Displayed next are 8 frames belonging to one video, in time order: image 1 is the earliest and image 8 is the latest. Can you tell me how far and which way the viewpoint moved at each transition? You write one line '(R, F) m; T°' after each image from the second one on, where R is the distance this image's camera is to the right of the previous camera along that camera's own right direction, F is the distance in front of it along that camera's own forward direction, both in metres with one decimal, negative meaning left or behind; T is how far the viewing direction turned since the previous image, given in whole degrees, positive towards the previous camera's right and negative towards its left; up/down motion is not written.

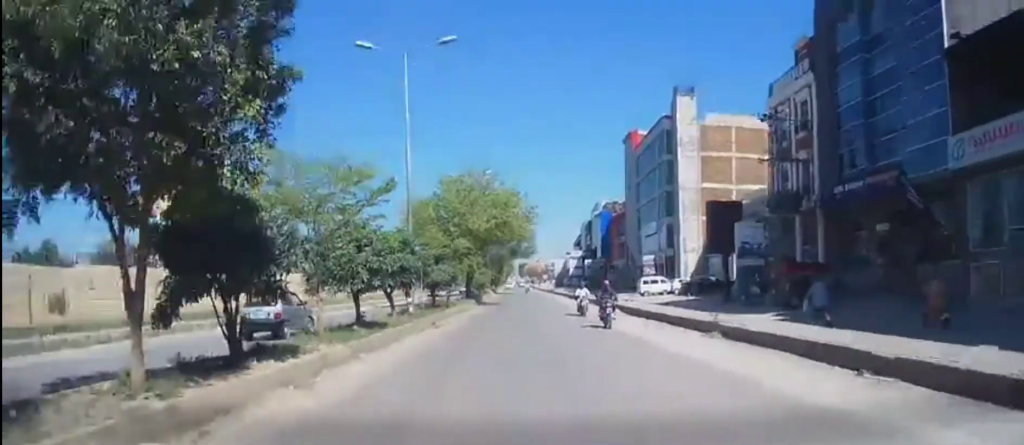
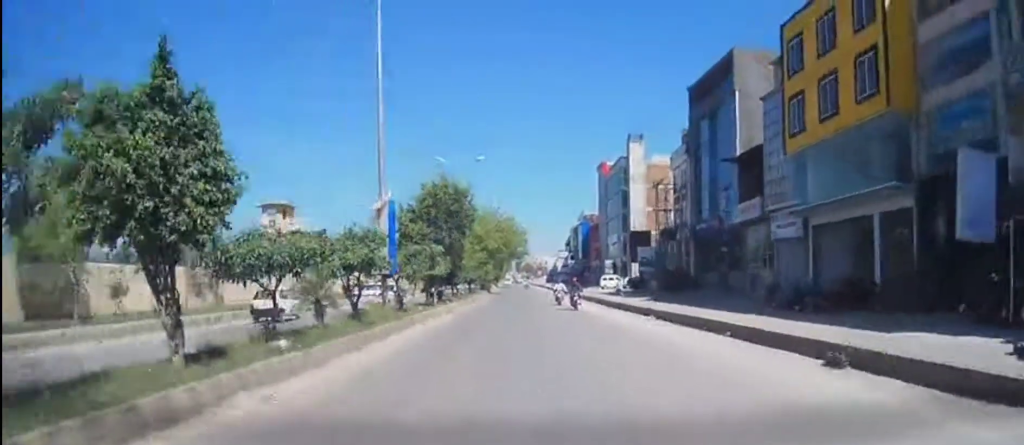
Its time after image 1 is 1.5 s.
(-0.1, +25.9) m; +1°
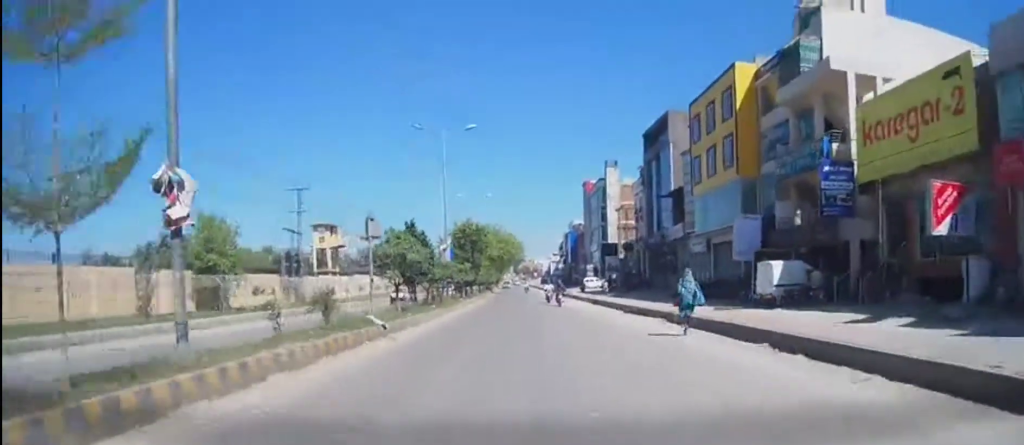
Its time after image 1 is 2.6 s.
(+0.4, +18.7) m; 0°
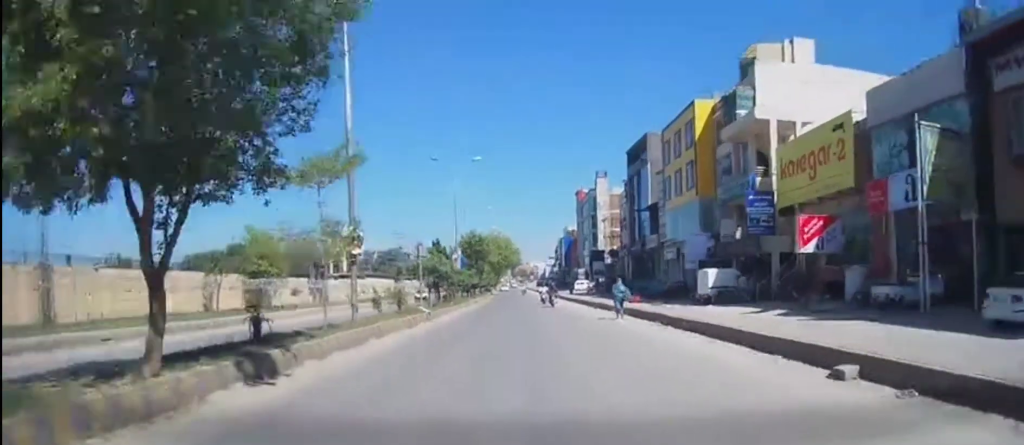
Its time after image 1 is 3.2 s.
(-0.5, +9.2) m; 0°
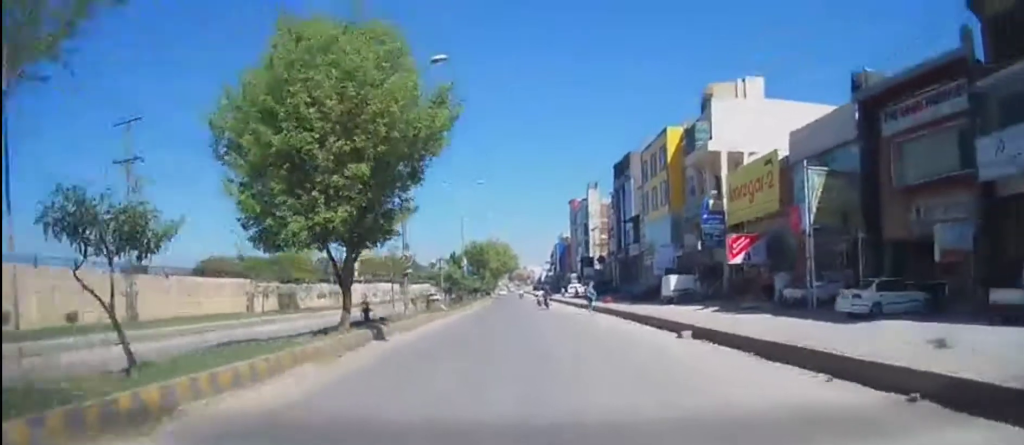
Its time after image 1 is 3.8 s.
(+0.3, +8.9) m; +1°
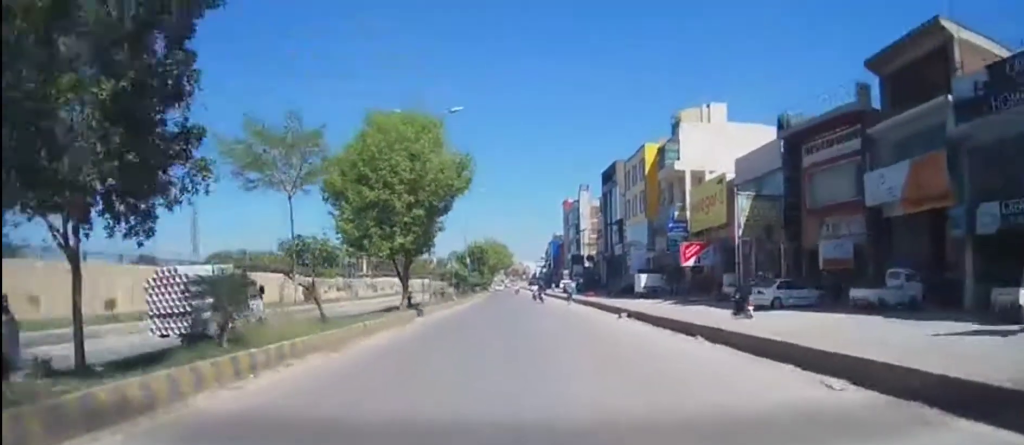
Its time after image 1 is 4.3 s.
(+0.3, +8.9) m; +1°
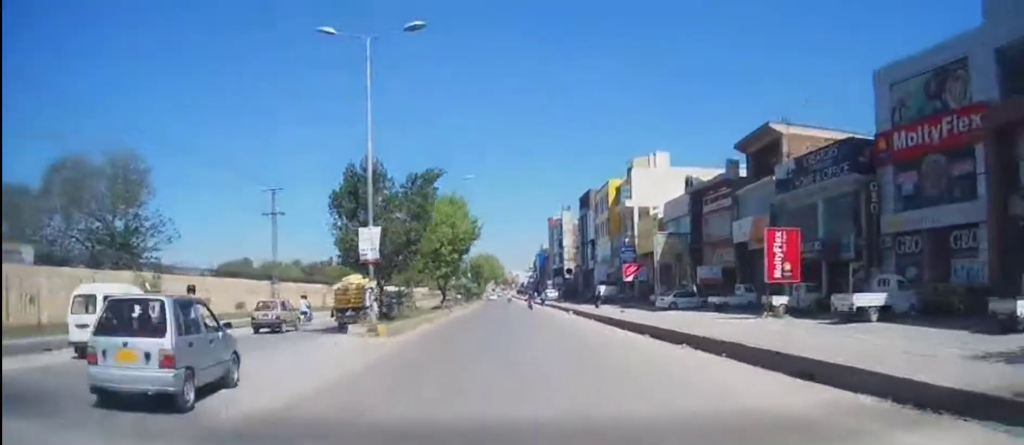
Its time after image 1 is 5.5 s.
(-0.4, +18.0) m; -2°
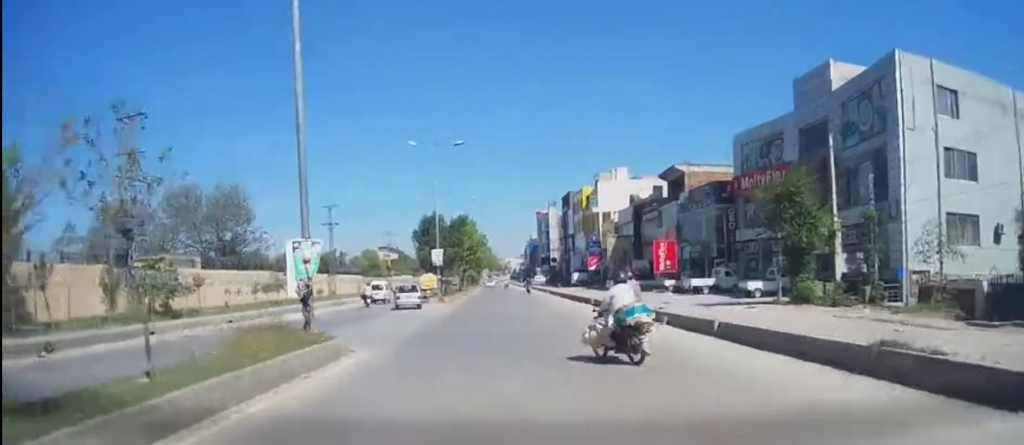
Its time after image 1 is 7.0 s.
(+0.5, +21.9) m; +3°
